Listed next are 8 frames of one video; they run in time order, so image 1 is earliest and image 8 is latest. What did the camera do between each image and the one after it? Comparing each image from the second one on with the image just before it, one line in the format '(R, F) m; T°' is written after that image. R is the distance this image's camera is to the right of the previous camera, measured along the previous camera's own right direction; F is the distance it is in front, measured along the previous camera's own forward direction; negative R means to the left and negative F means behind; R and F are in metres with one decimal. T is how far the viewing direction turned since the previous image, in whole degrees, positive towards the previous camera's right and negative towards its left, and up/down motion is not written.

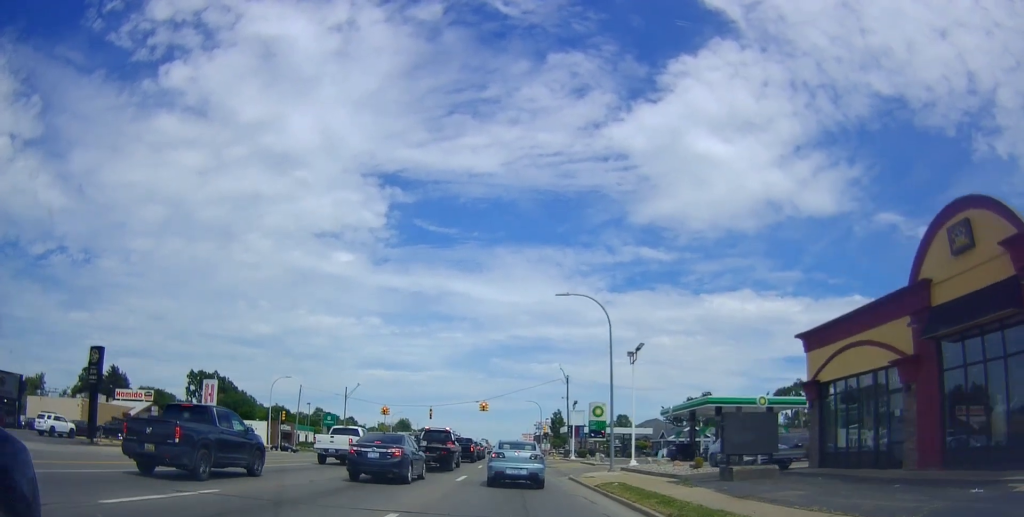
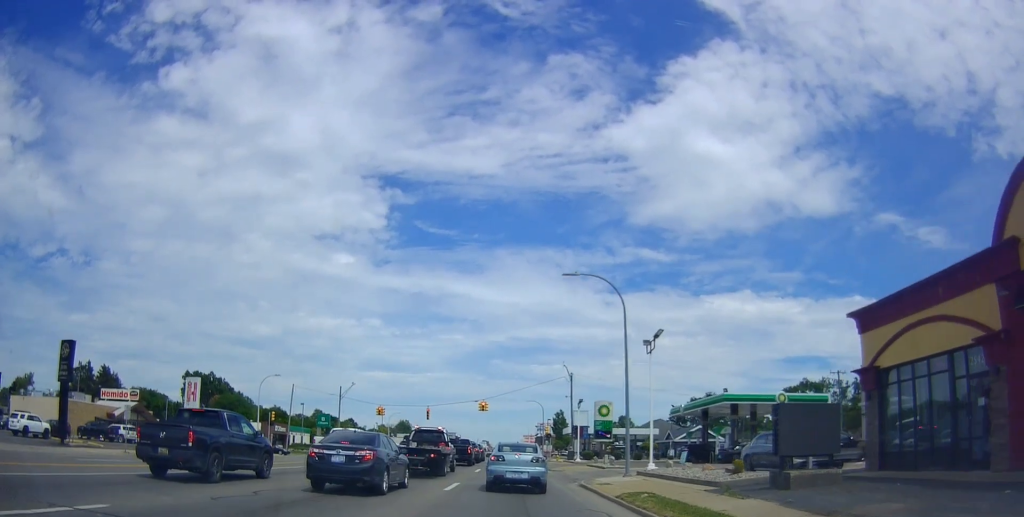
(0.0, +4.3) m; 0°
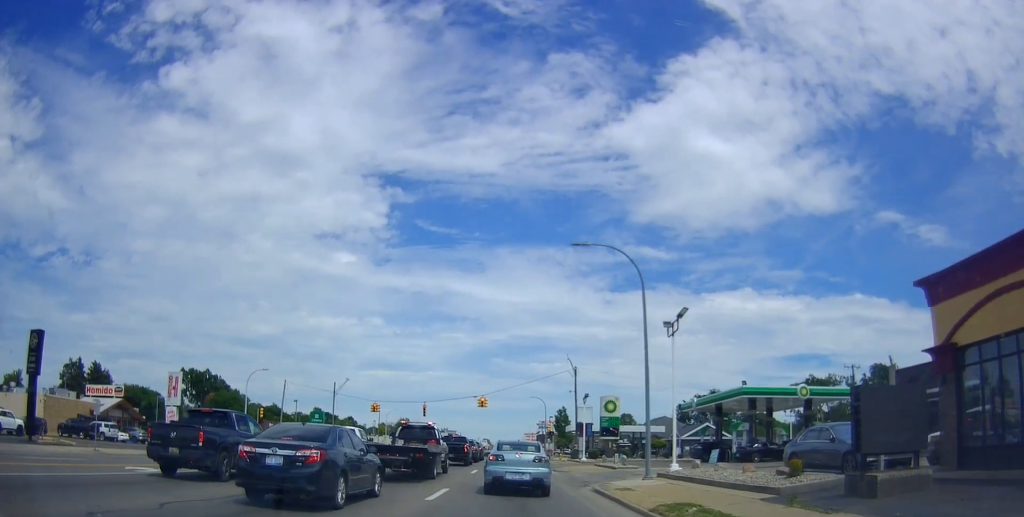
(0.0, +4.3) m; 0°
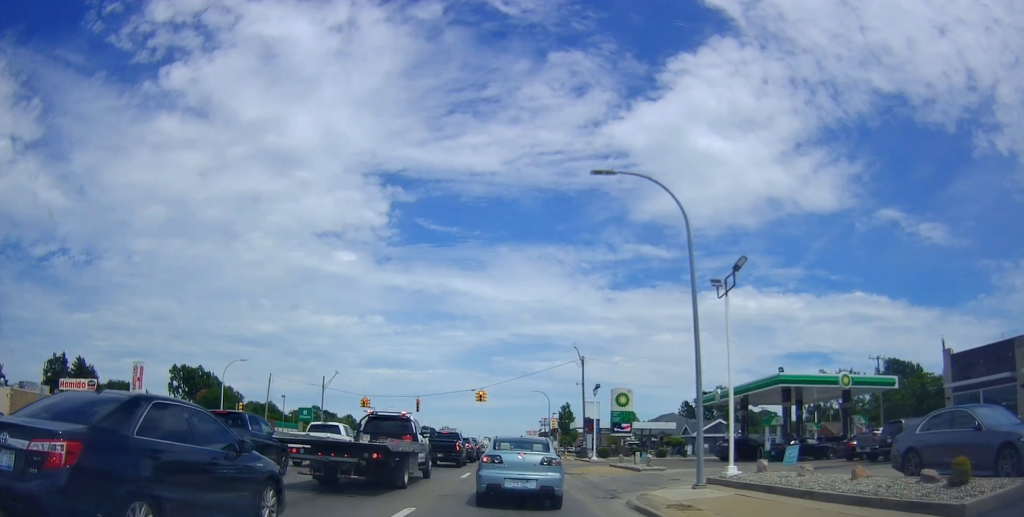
(0.0, +8.1) m; 0°
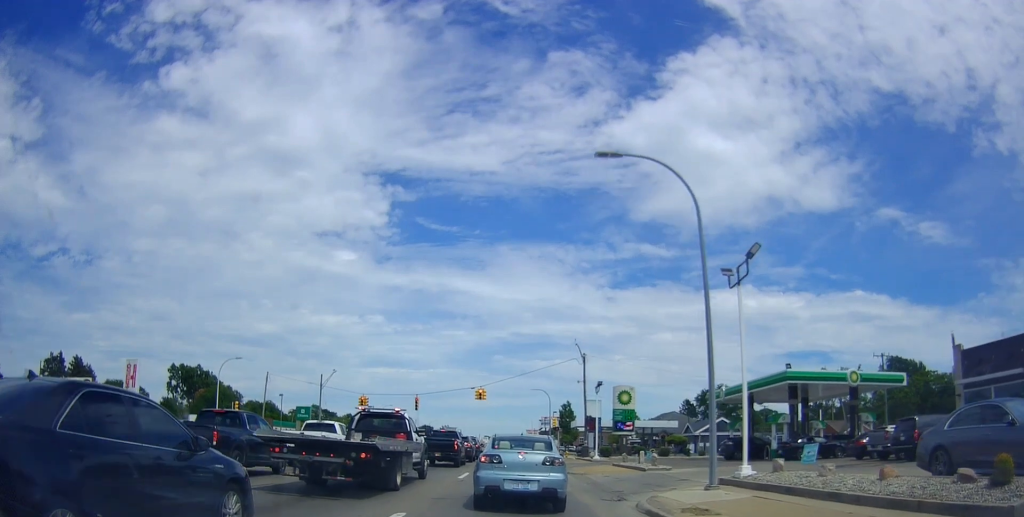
(0.0, +1.5) m; 0°
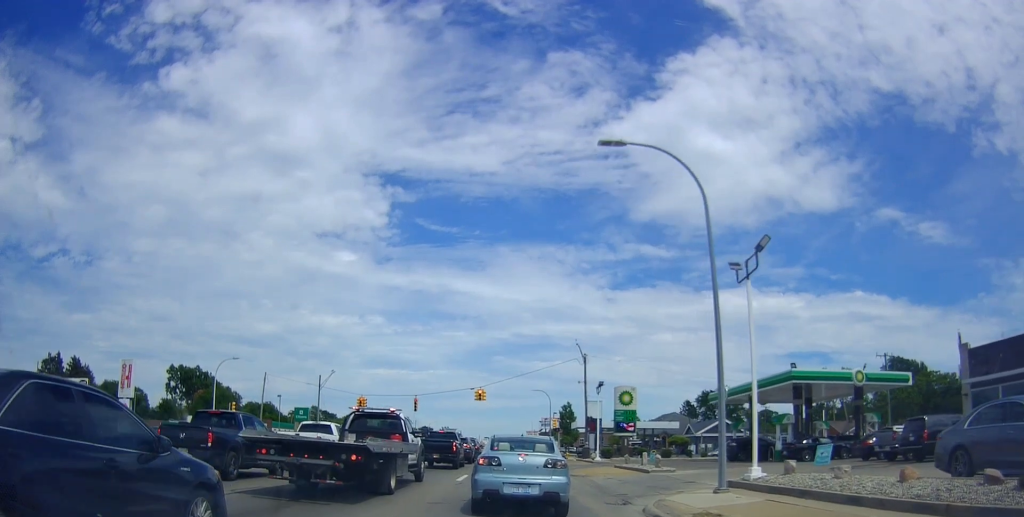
(0.0, +1.0) m; 0°
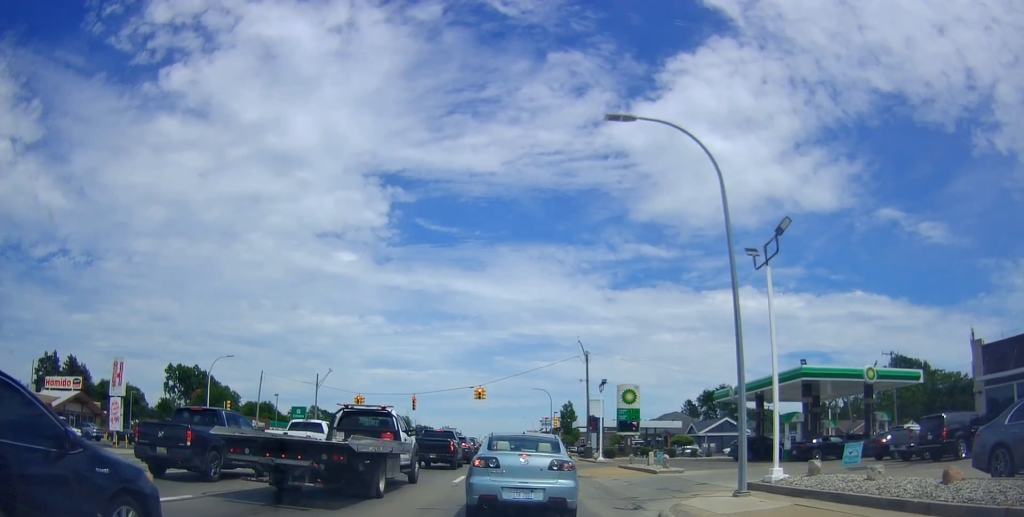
(0.0, +2.1) m; 0°
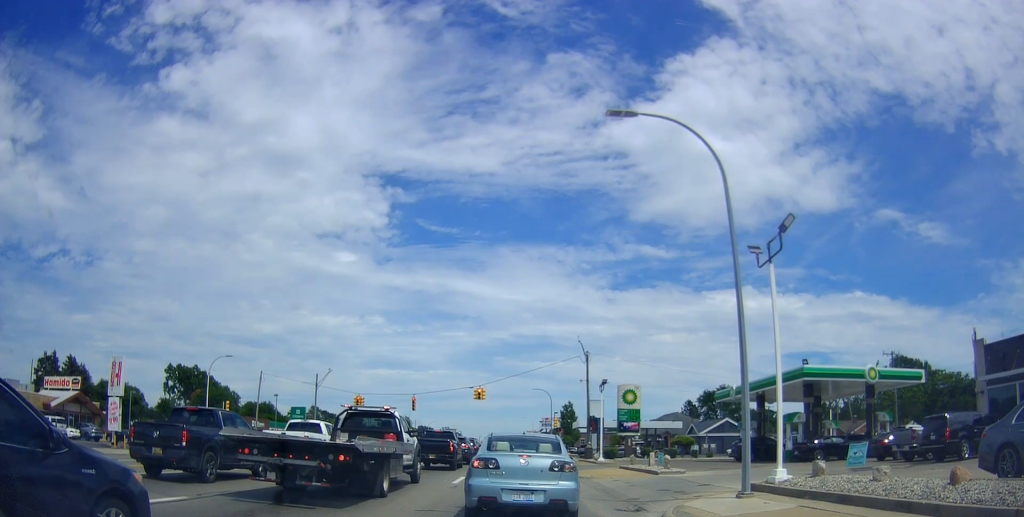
(0.0, +0.4) m; 0°
